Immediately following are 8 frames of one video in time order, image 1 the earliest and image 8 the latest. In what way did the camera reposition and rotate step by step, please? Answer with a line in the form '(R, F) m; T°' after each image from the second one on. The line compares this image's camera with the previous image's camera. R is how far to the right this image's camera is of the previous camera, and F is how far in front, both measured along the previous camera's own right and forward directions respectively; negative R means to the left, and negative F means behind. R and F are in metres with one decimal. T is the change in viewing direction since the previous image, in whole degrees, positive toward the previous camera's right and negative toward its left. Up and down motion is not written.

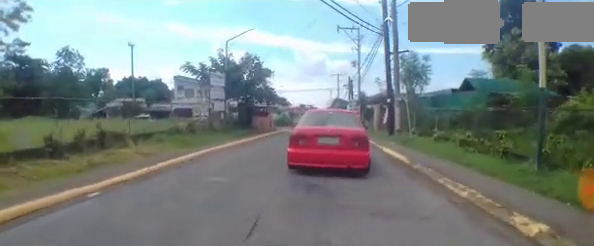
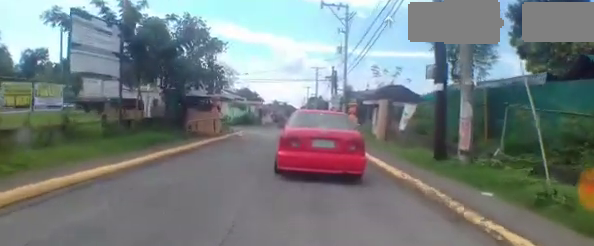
(+1.8, +8.8) m; +13°
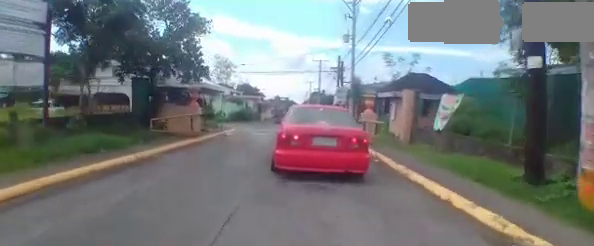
(0.0, +3.7) m; -1°
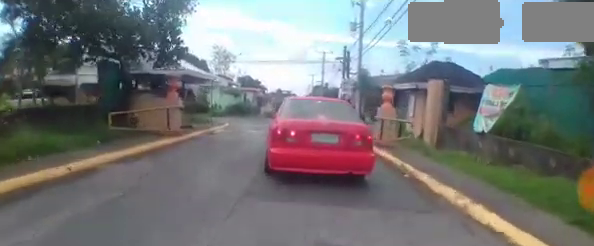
(0.0, +2.5) m; -1°
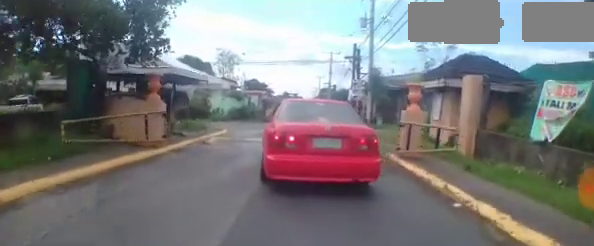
(0.0, +2.3) m; +1°
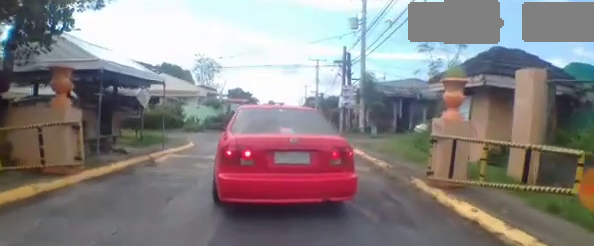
(-0.1, +3.5) m; +5°
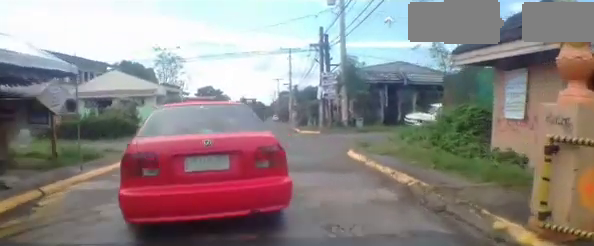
(+0.3, +4.0) m; +3°
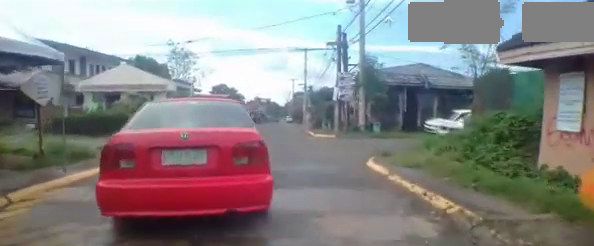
(-0.2, +1.3) m; +1°
